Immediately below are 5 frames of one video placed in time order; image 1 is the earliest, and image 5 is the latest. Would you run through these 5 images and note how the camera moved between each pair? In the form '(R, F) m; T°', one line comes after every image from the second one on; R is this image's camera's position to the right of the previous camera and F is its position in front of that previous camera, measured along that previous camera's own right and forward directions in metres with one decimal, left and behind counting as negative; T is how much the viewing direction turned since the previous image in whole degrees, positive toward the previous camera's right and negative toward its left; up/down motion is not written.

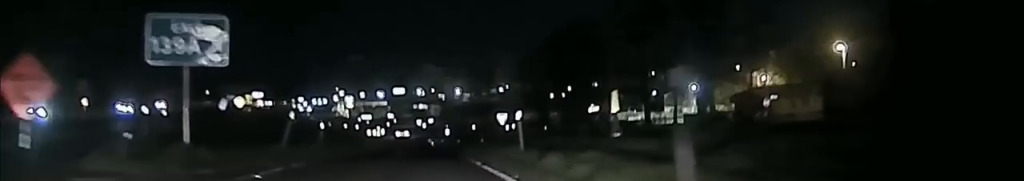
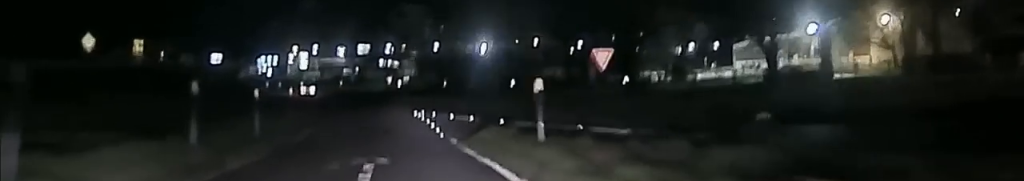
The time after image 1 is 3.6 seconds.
(+0.4, +66.4) m; 0°
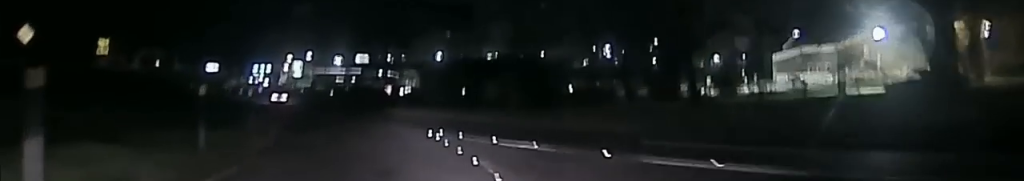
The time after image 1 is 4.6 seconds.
(+0.1, +18.7) m; -1°
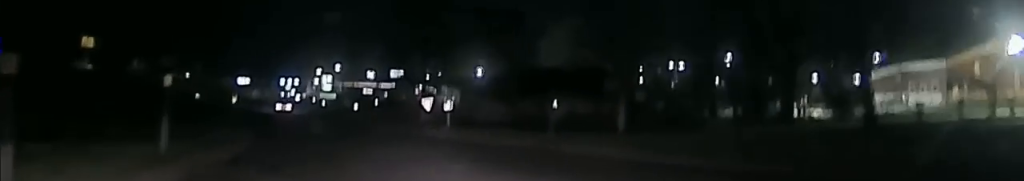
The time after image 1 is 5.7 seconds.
(-0.4, +20.4) m; -2°
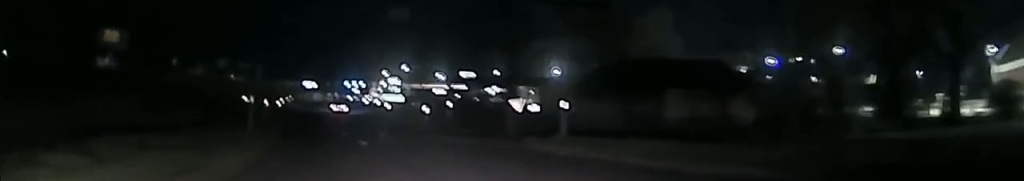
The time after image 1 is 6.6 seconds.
(-0.2, +15.4) m; -3°
